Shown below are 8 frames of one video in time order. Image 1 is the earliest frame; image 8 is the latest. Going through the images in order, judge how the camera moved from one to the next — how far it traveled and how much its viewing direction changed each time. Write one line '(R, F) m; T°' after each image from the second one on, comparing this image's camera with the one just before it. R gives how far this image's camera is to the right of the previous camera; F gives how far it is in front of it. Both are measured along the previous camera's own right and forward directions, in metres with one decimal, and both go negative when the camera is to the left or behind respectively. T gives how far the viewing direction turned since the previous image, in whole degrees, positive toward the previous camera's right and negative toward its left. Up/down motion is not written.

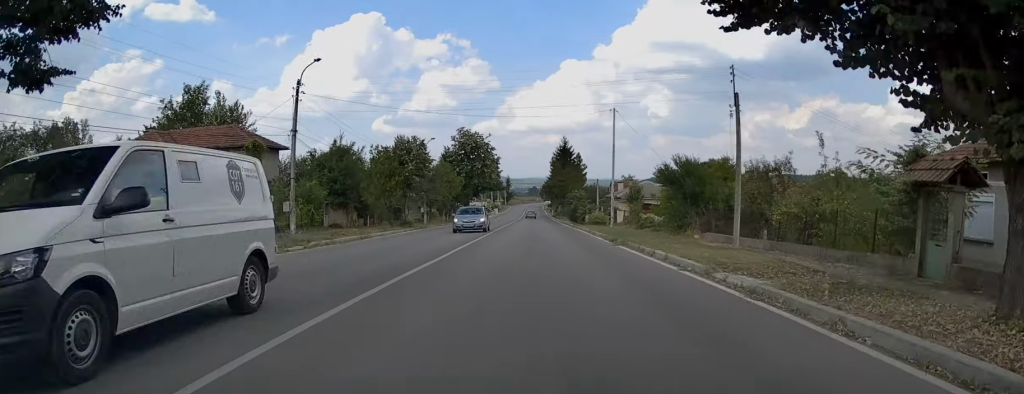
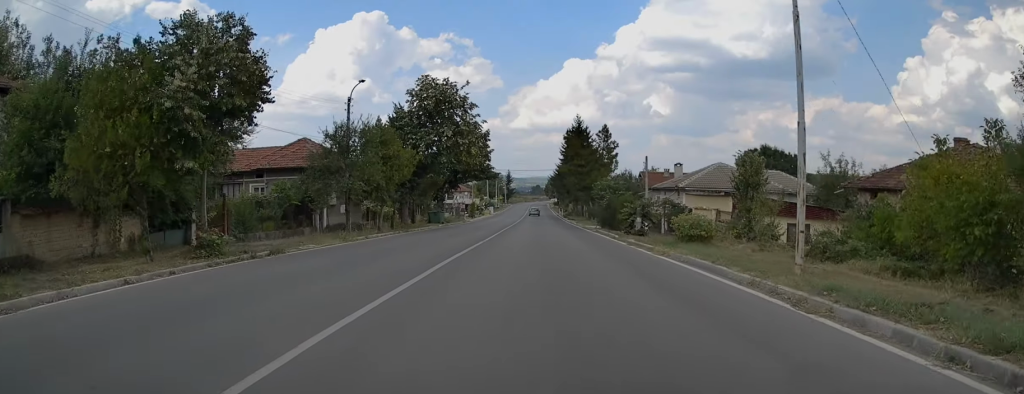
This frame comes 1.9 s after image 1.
(-0.1, +28.4) m; 0°
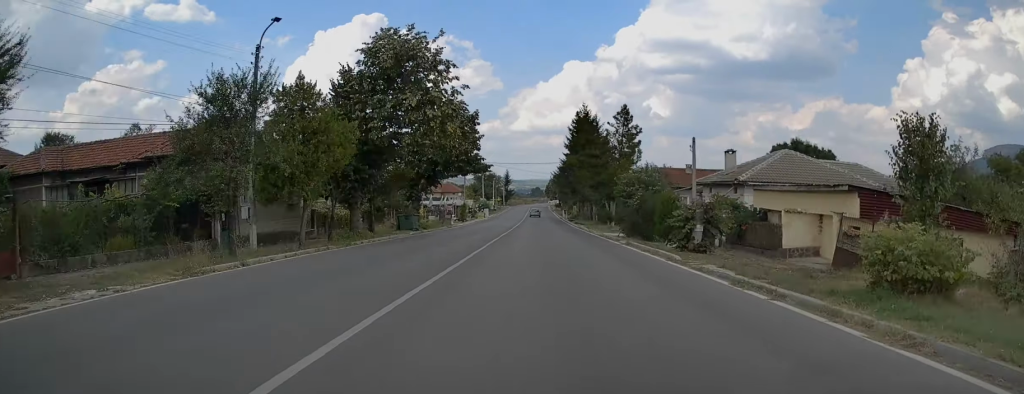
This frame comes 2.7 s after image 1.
(0.0, +12.9) m; 0°
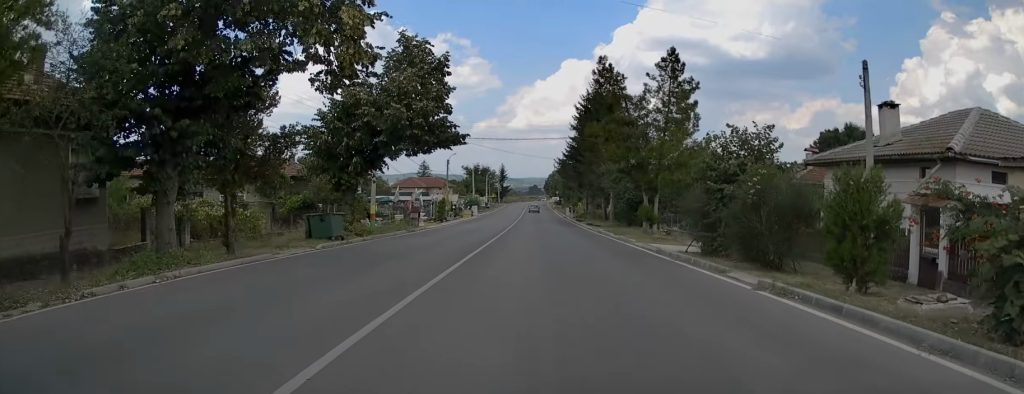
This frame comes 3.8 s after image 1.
(+0.1, +17.0) m; 0°
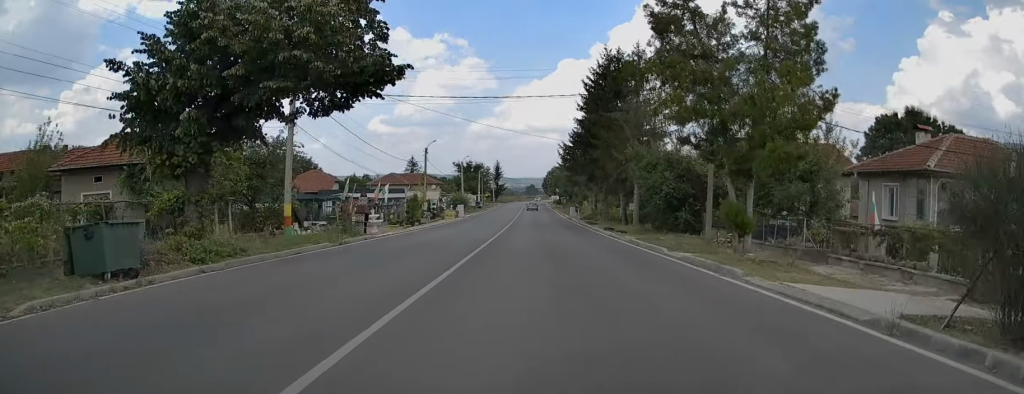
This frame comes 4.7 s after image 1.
(-0.1, +14.0) m; -1°
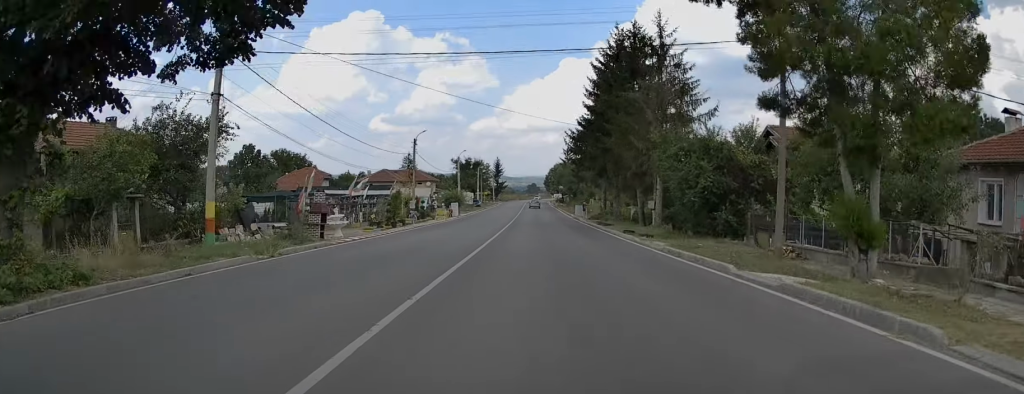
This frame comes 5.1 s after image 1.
(0.0, +6.7) m; 0°
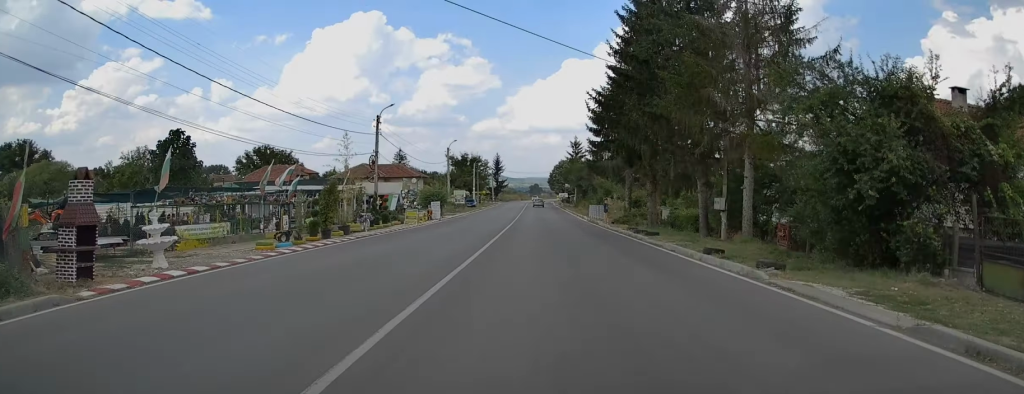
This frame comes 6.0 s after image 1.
(0.0, +14.1) m; 0°
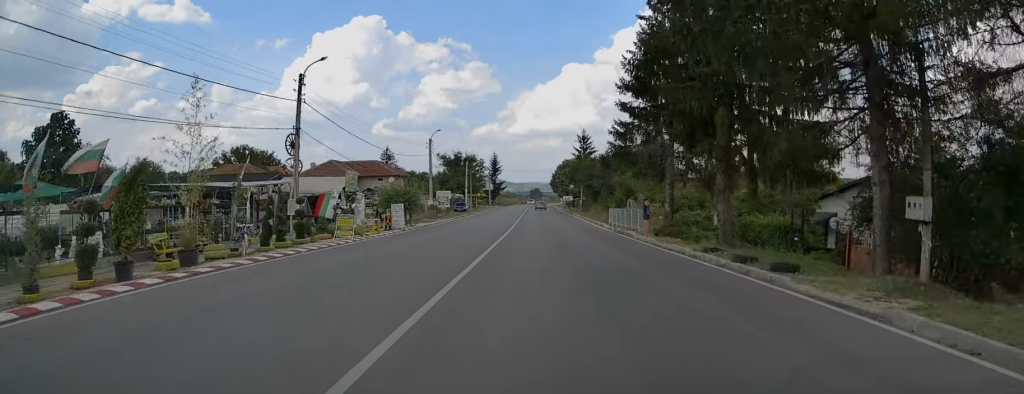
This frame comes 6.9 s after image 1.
(+0.1, +14.1) m; +1°
